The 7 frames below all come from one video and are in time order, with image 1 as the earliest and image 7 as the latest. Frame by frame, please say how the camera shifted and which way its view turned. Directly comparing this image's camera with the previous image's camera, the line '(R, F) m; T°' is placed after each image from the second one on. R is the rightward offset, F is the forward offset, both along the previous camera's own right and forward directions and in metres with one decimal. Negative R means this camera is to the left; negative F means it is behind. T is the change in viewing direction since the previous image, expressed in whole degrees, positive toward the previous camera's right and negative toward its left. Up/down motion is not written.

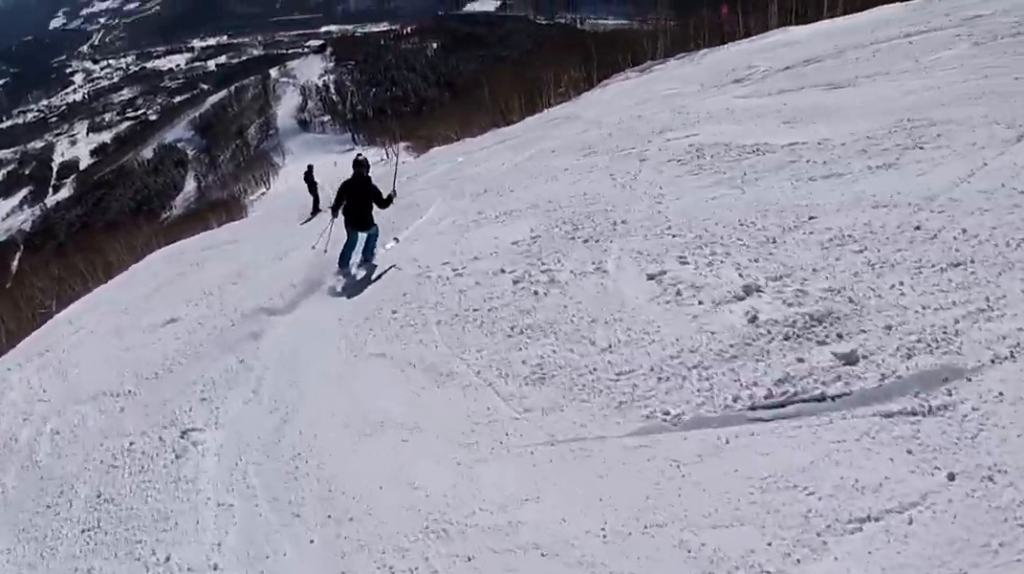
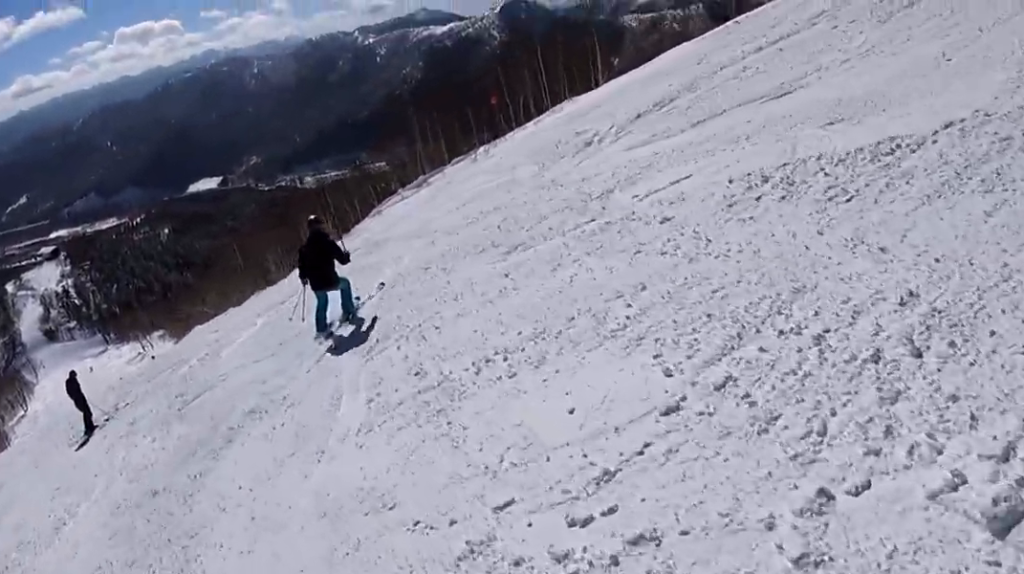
(+0.6, +3.7) m; +19°
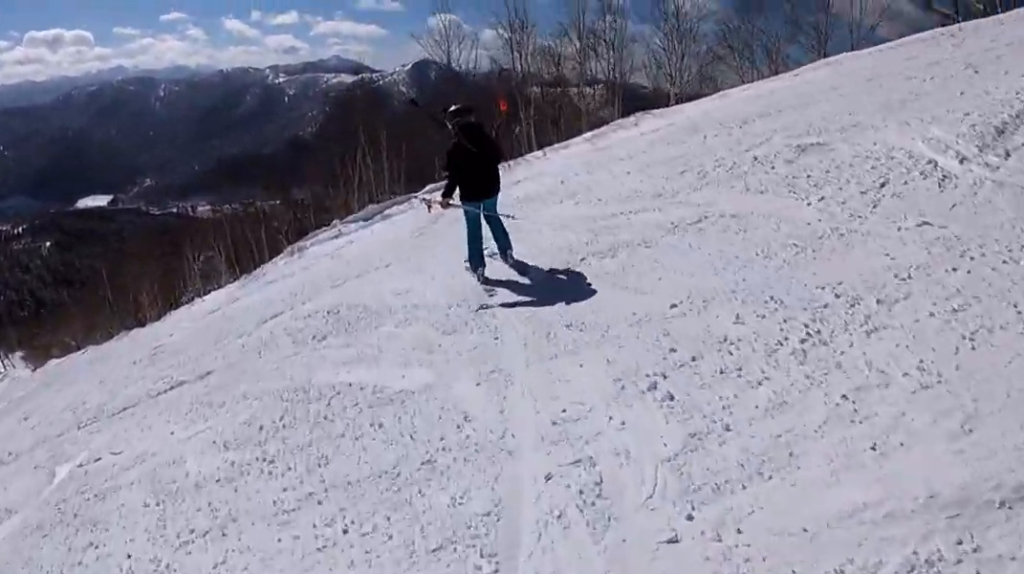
(+1.8, +6.7) m; +6°
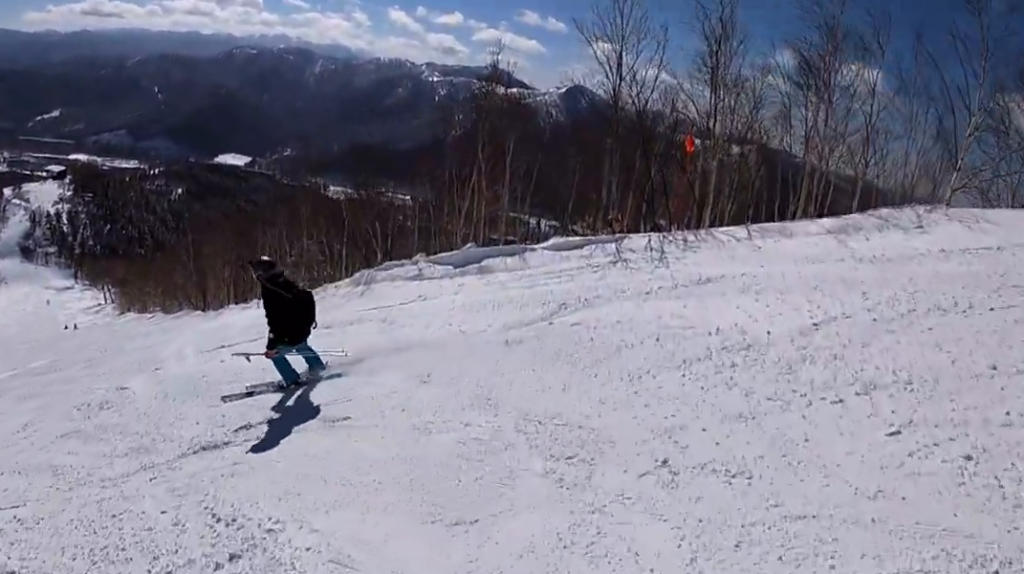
(-0.8, +4.4) m; -41°
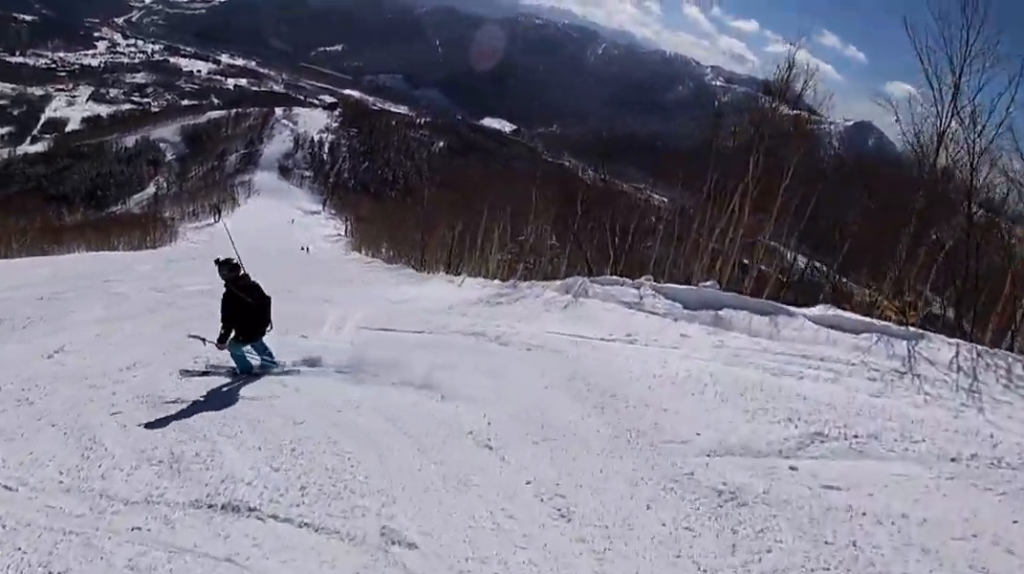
(-0.7, +2.8) m; -28°
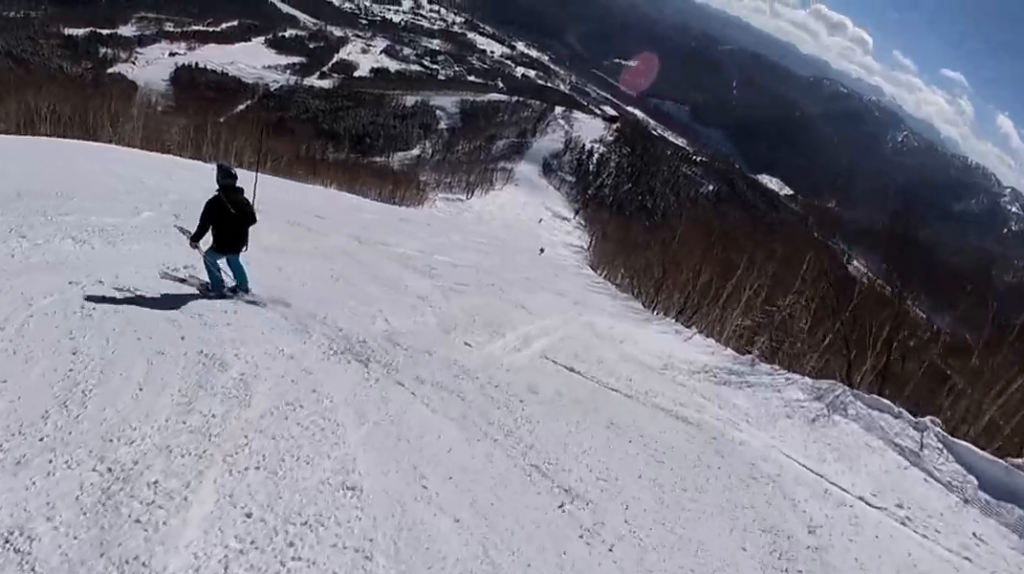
(-0.7, +2.7) m; -9°
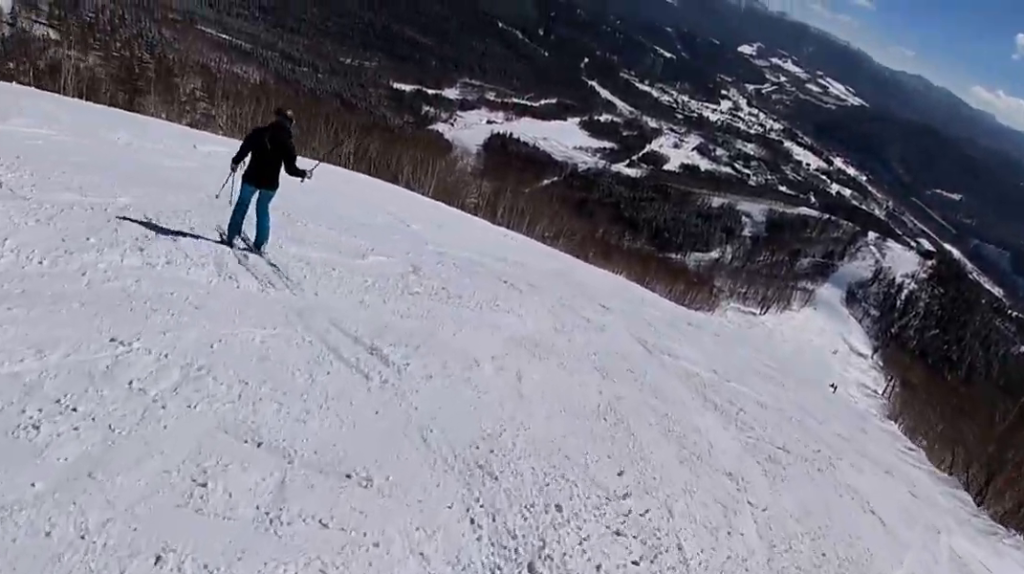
(-0.6, +4.2) m; -6°
